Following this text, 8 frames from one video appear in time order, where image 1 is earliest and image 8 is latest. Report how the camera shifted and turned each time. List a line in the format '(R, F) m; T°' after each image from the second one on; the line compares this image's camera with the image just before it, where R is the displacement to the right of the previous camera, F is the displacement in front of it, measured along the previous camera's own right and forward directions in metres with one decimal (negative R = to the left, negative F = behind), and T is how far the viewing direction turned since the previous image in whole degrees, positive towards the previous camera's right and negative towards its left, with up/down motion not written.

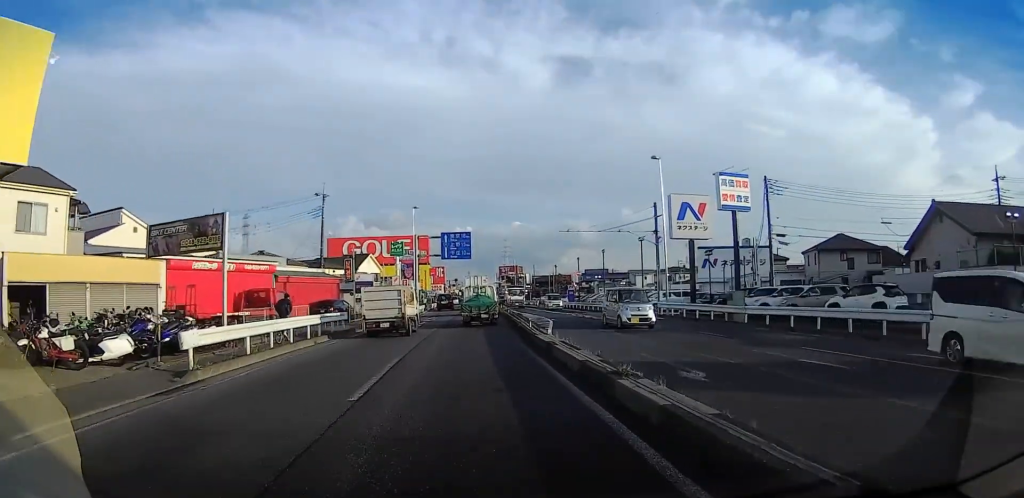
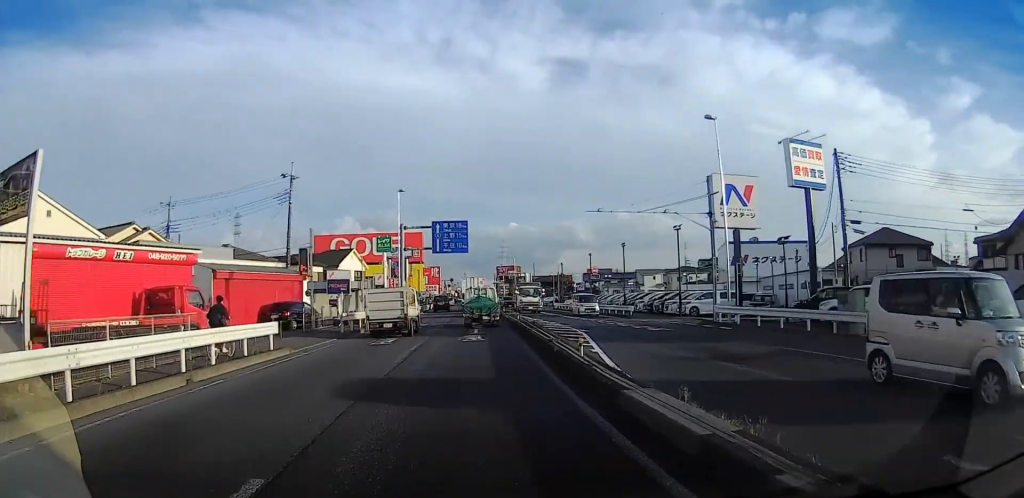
(-0.1, +9.6) m; -1°
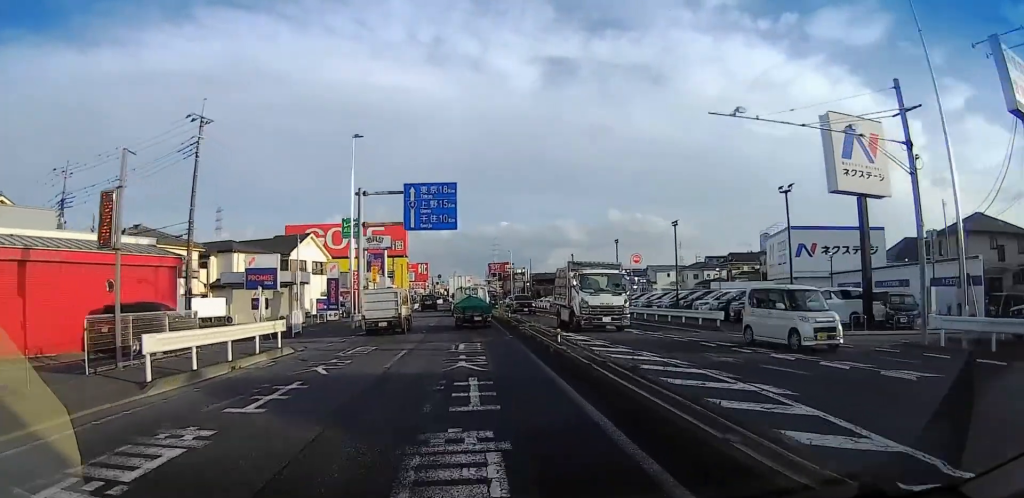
(-0.1, +15.7) m; 0°
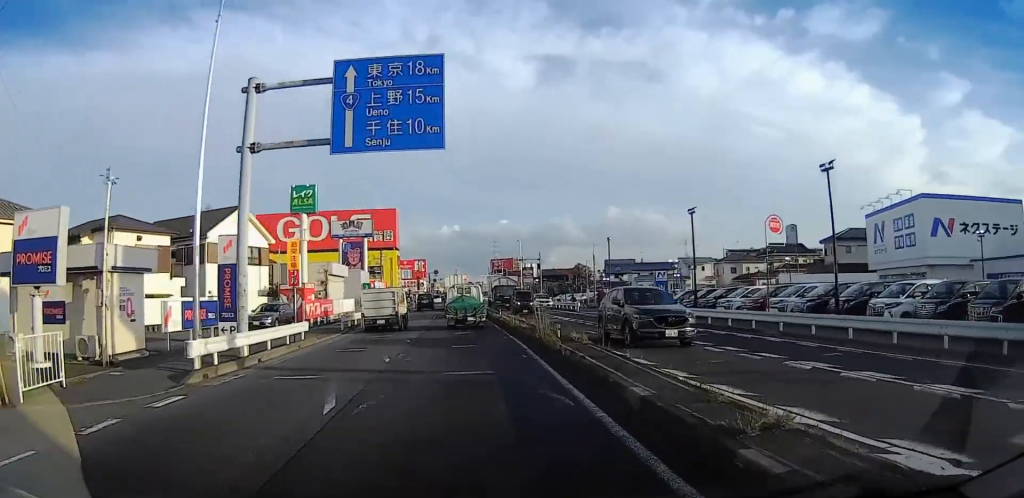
(-0.6, +17.7) m; 0°
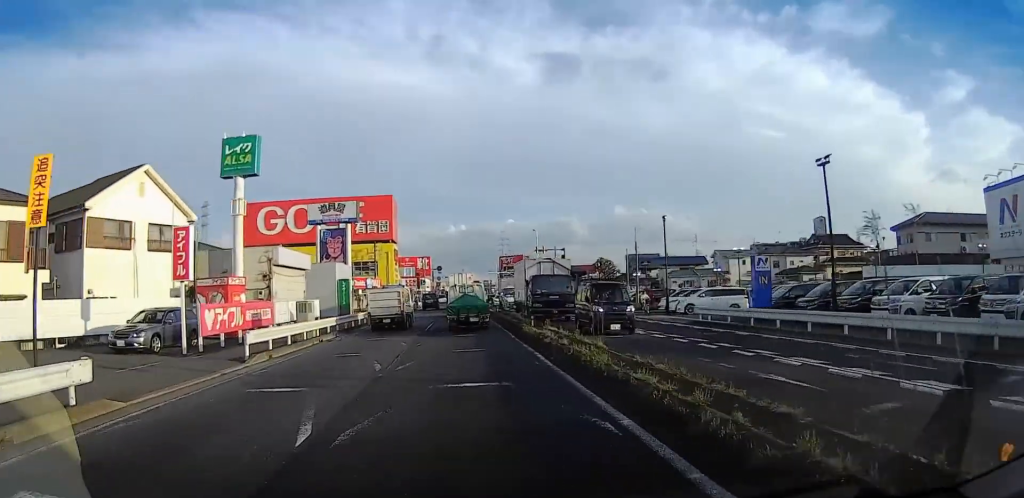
(+1.0, +13.8) m; 0°
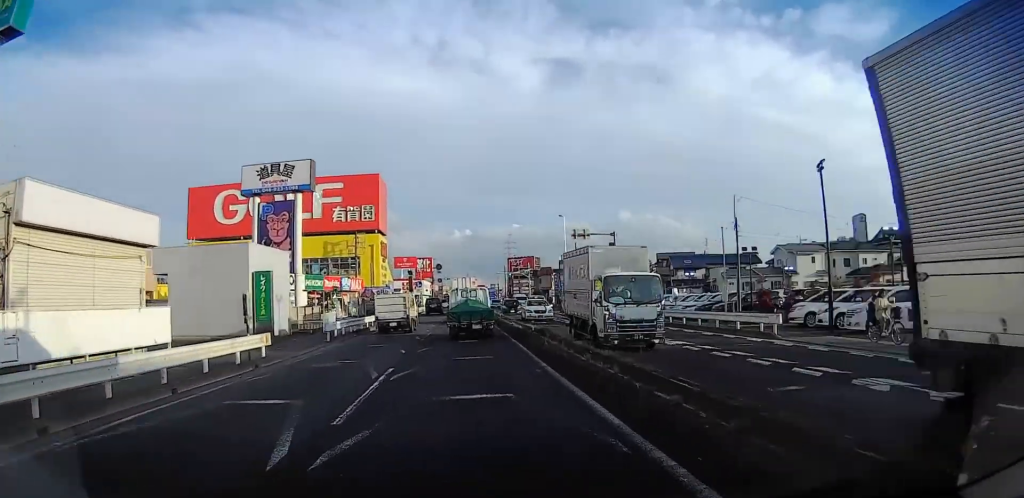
(-0.5, +19.2) m; +1°
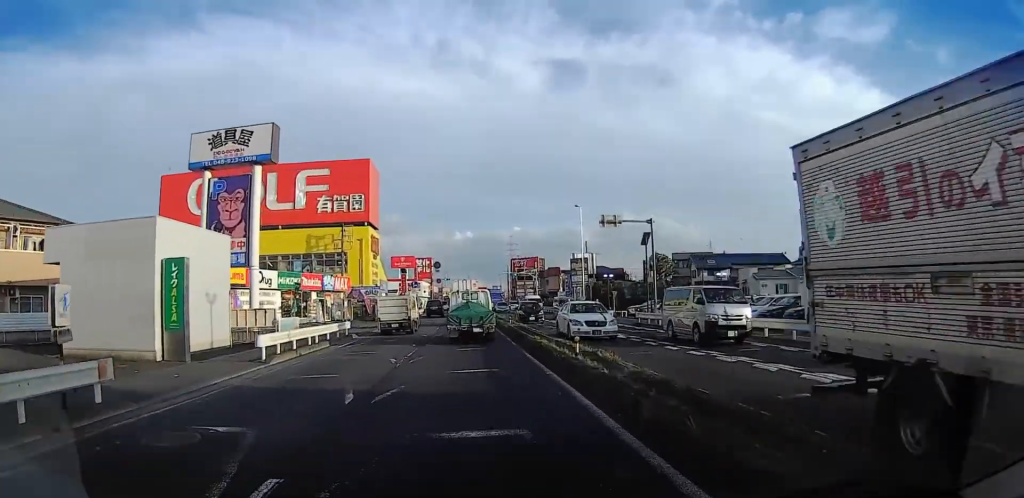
(+0.3, +8.4) m; 0°
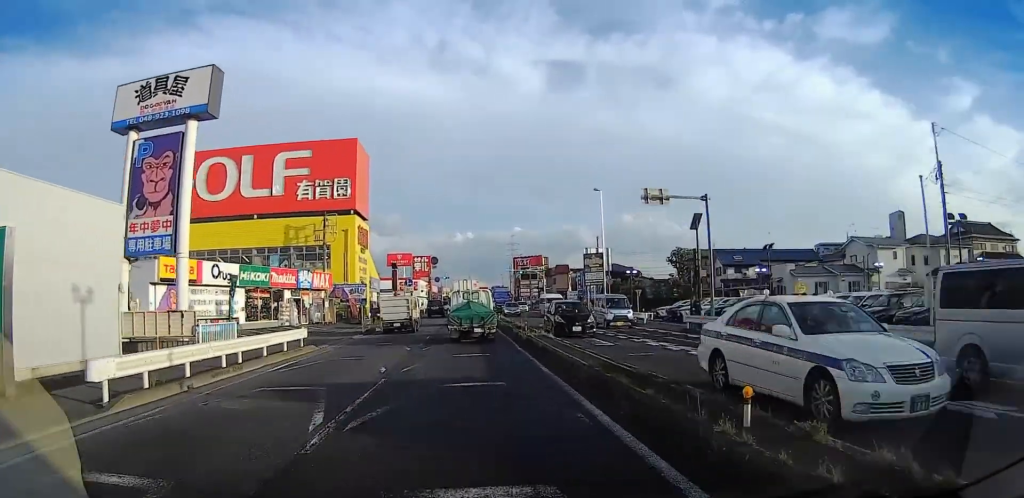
(-0.4, +8.6) m; -3°
